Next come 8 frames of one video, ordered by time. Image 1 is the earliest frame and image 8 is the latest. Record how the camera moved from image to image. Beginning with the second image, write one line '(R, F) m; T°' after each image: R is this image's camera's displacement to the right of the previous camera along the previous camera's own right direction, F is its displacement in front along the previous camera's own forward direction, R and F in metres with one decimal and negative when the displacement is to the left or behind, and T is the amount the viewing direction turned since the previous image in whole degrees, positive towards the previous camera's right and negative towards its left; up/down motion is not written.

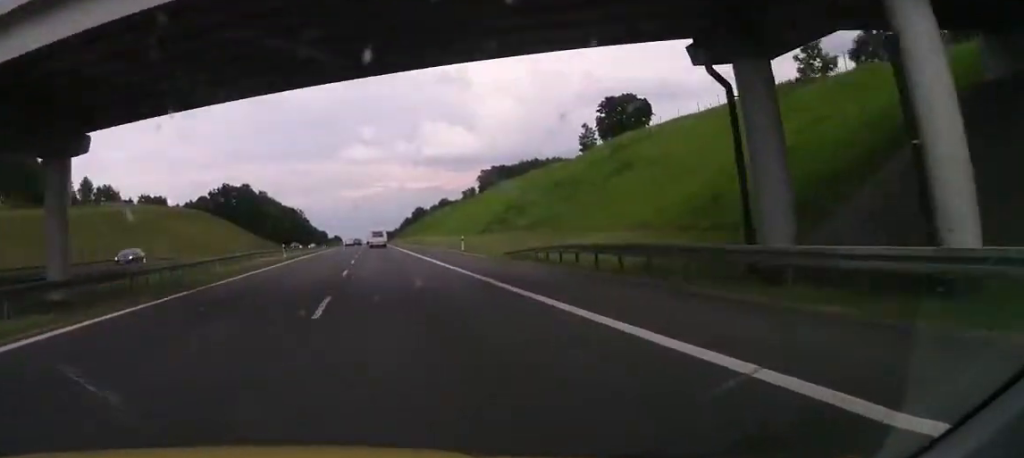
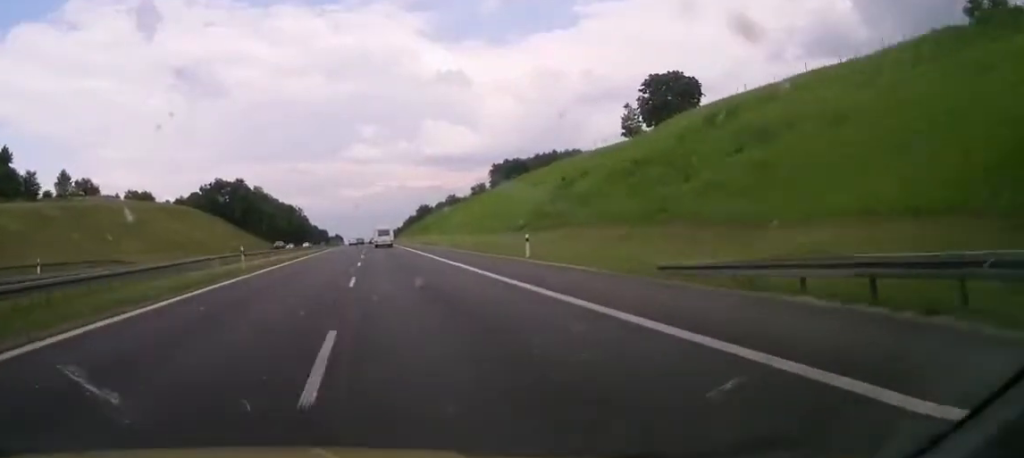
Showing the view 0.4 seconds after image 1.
(0.0, +19.6) m; 0°
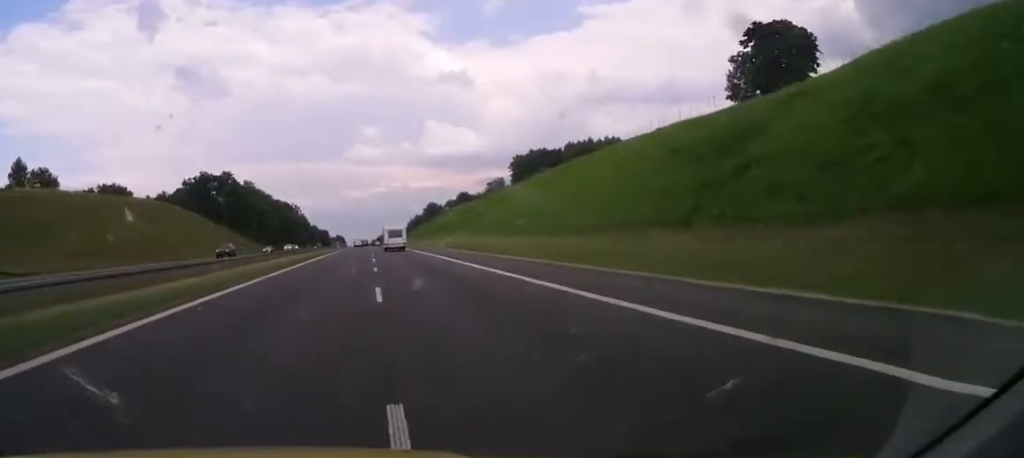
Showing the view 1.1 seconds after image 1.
(0.0, +26.7) m; 0°
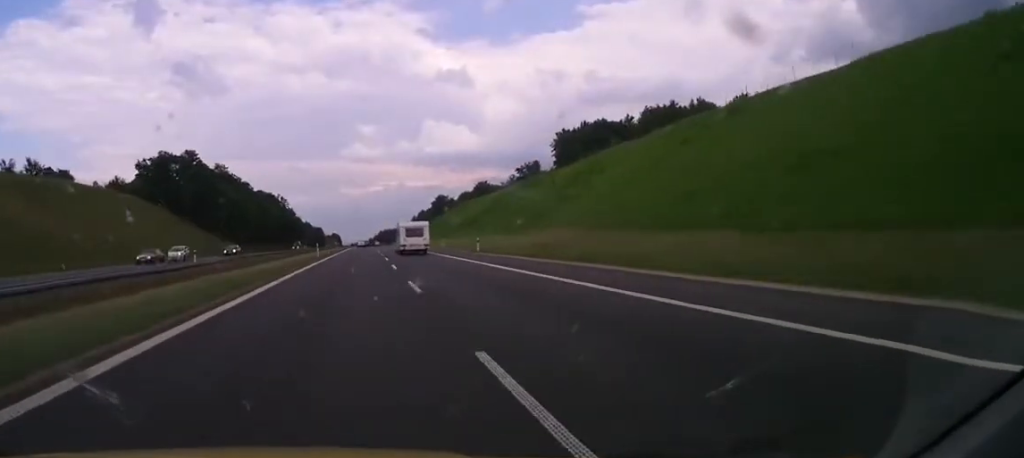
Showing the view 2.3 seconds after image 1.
(+0.1, +44.4) m; 0°
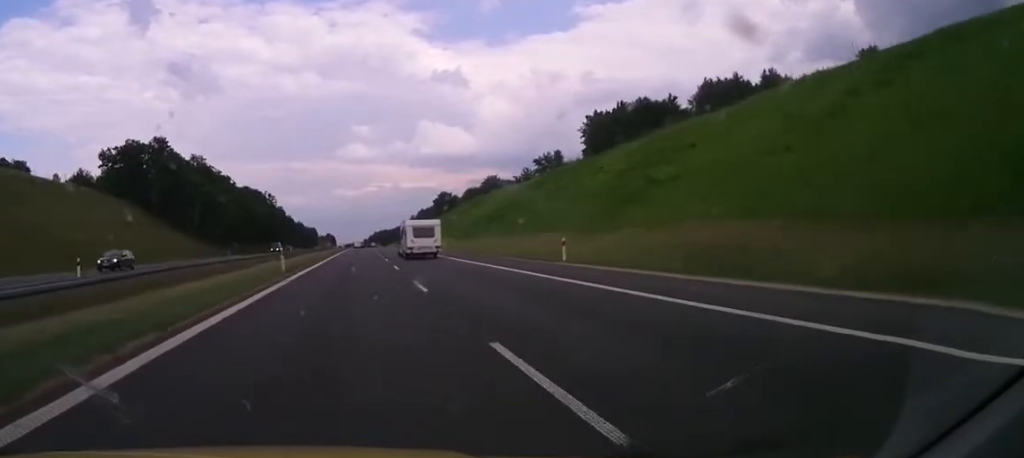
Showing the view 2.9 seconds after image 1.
(+0.1, +23.2) m; 0°
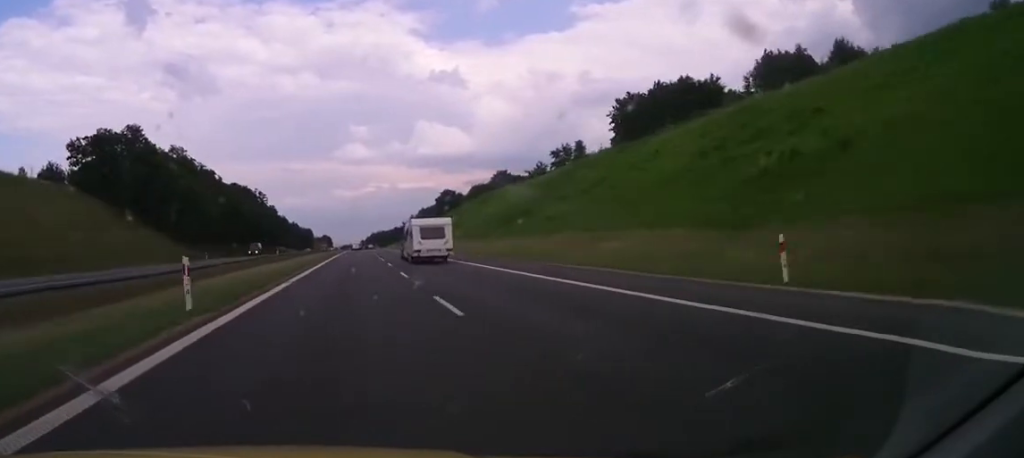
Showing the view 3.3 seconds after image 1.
(+0.3, +16.9) m; 0°
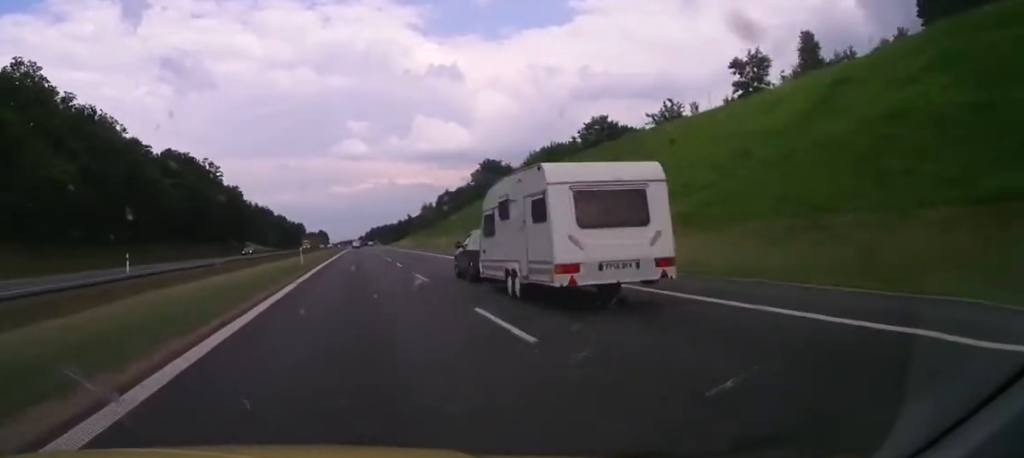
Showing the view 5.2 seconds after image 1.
(-1.1, +74.8) m; 0°
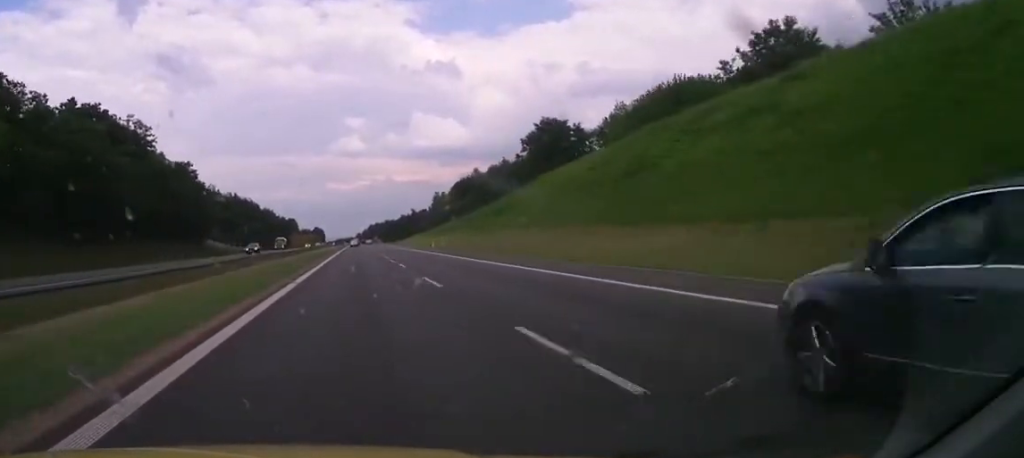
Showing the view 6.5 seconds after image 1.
(+0.3, +49.8) m; 0°
